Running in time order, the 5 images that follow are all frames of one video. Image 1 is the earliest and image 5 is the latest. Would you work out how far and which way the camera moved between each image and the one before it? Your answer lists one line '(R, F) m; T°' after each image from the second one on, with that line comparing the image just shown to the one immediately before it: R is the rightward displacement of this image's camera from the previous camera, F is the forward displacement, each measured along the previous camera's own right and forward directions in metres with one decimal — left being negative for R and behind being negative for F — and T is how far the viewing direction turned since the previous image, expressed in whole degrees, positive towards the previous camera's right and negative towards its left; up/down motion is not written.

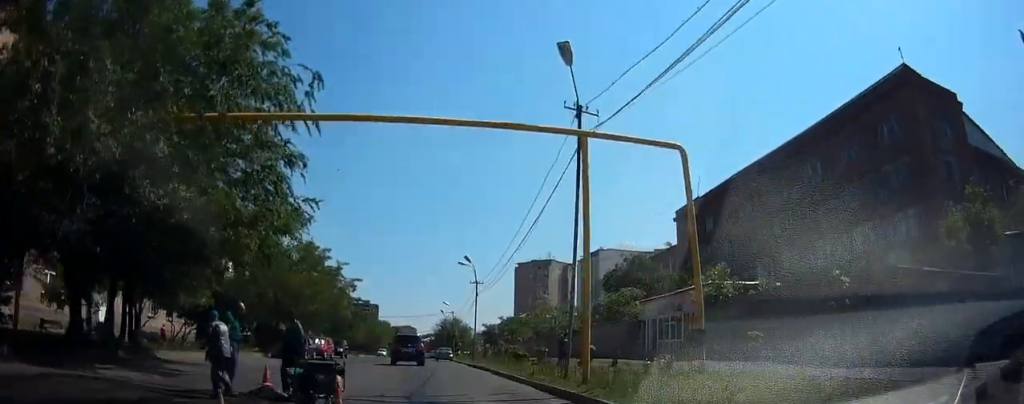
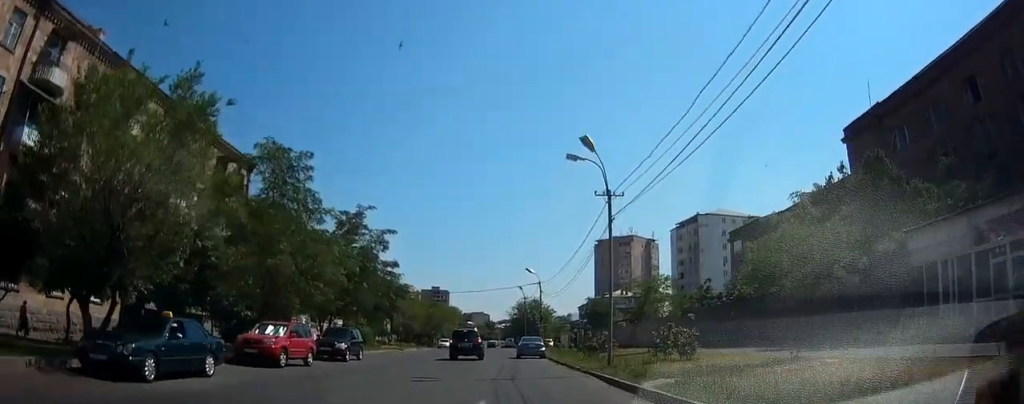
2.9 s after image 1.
(-0.4, +21.1) m; -9°
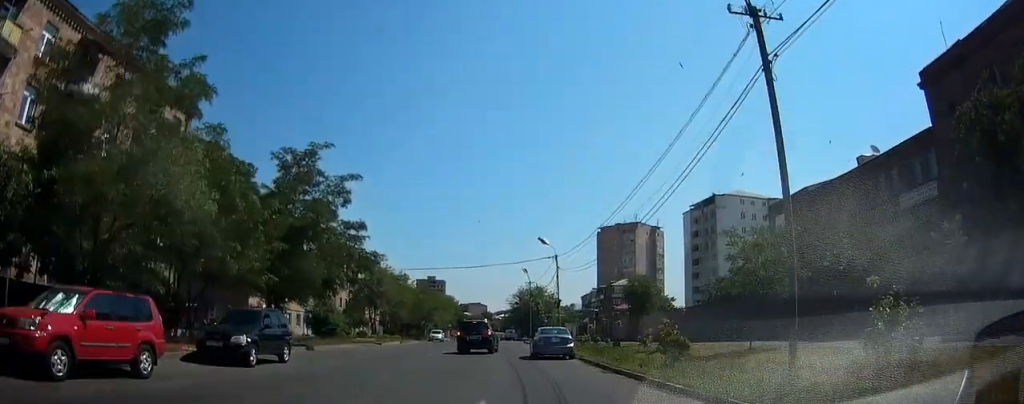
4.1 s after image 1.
(-1.0, +10.8) m; -5°
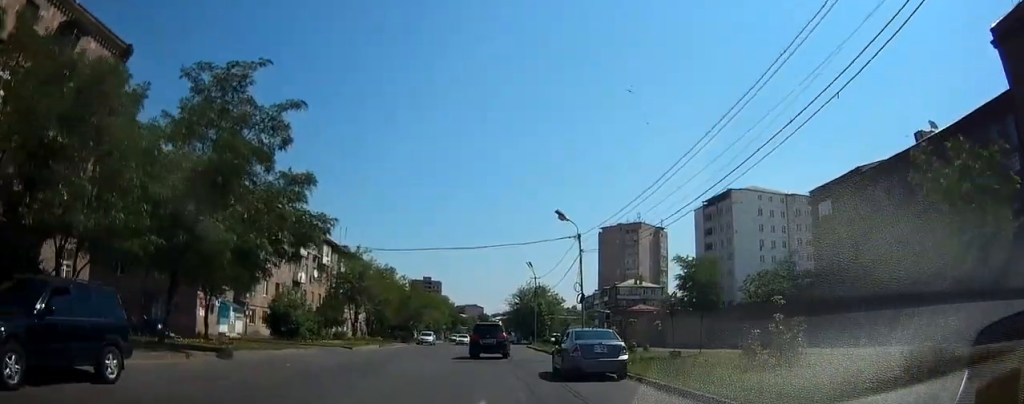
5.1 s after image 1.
(+0.2, +9.6) m; +3°
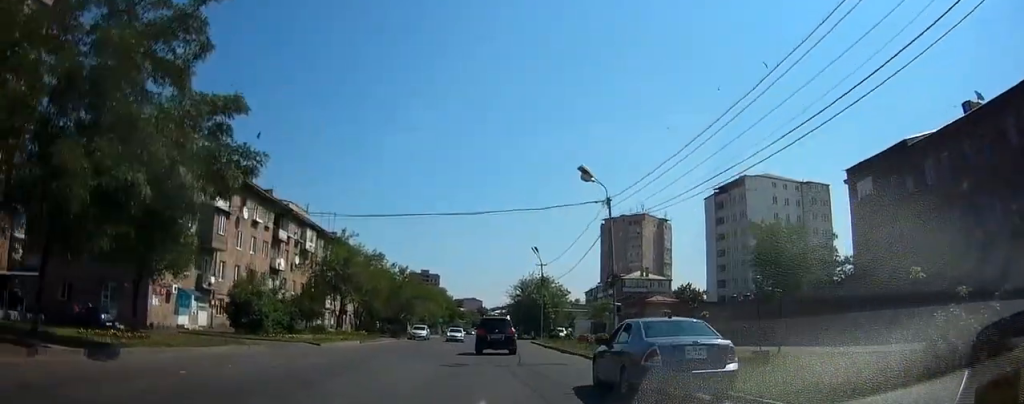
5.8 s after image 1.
(+0.2, +7.2) m; +2°
